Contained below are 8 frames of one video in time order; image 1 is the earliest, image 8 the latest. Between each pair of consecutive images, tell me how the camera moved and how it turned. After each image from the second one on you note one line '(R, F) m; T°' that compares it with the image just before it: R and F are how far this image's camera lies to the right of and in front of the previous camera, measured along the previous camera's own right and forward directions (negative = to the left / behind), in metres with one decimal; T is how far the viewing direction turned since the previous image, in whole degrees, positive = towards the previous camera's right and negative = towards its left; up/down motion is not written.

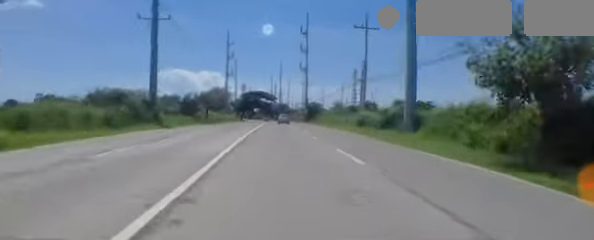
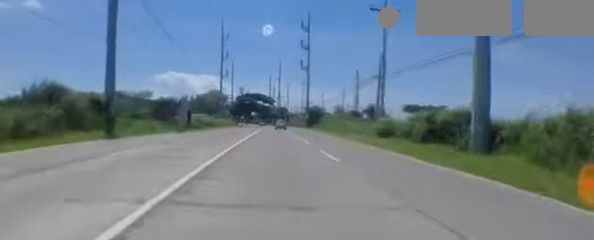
(+0.1, +7.9) m; -1°
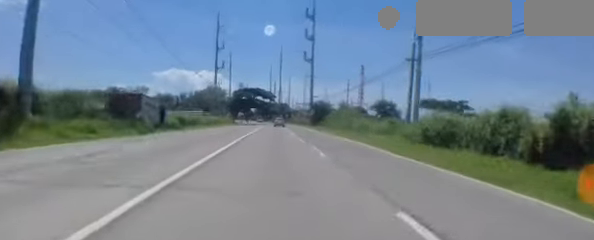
(-0.2, +8.6) m; -1°
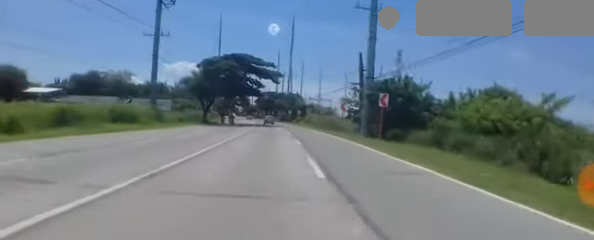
(-0.8, +40.3) m; -2°
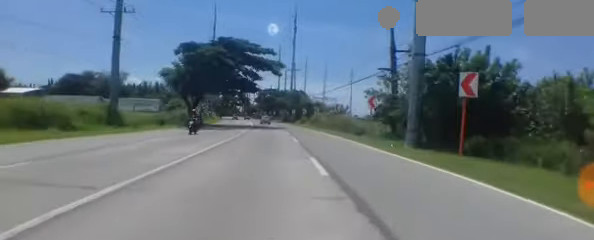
(0.0, +9.4) m; -2°
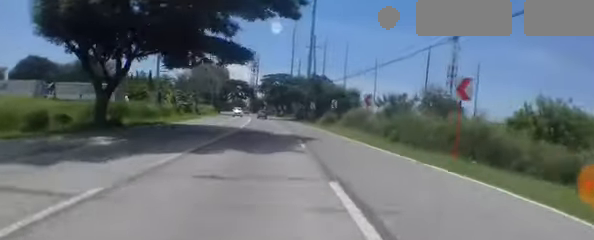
(-1.1, +22.6) m; -4°
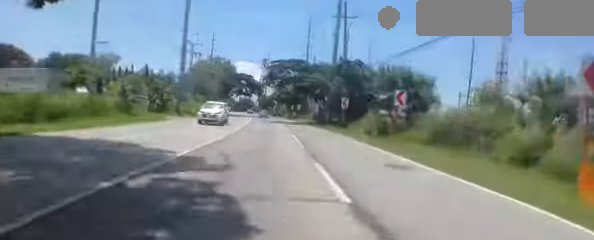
(+0.2, +16.9) m; -1°
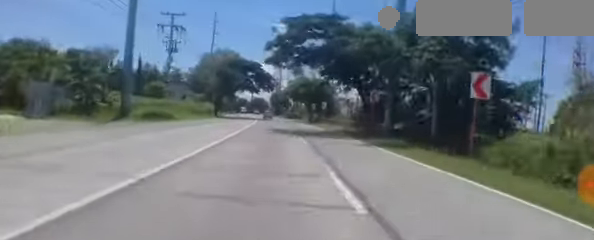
(-0.7, +18.9) m; -2°
